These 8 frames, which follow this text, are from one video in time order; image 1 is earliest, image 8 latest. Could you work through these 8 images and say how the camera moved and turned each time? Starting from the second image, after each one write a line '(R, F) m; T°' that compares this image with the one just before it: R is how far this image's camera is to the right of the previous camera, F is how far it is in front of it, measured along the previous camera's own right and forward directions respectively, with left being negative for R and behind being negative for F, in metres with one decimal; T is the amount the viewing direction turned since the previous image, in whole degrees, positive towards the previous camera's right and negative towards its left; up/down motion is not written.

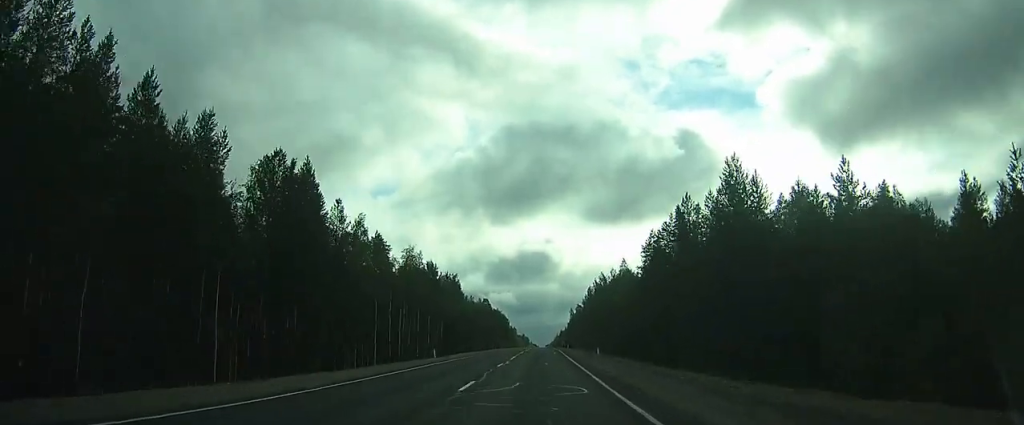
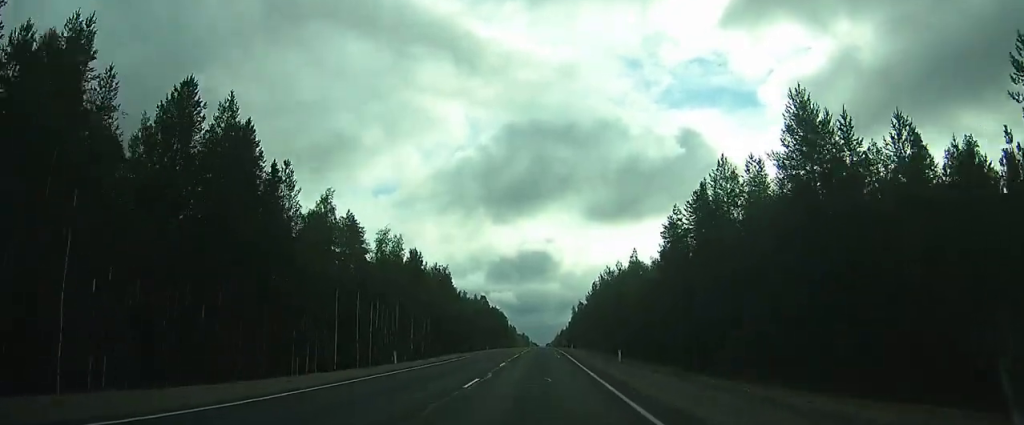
(0.0, +11.5) m; 0°
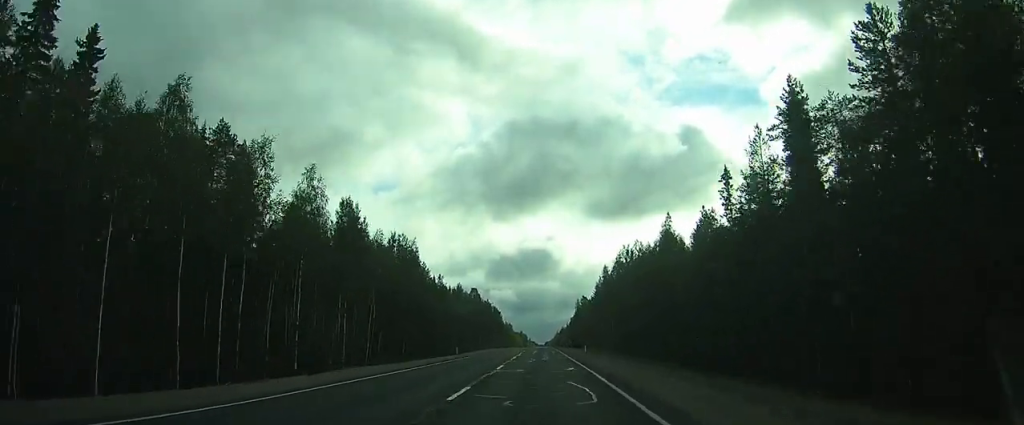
(+0.2, +26.6) m; +1°
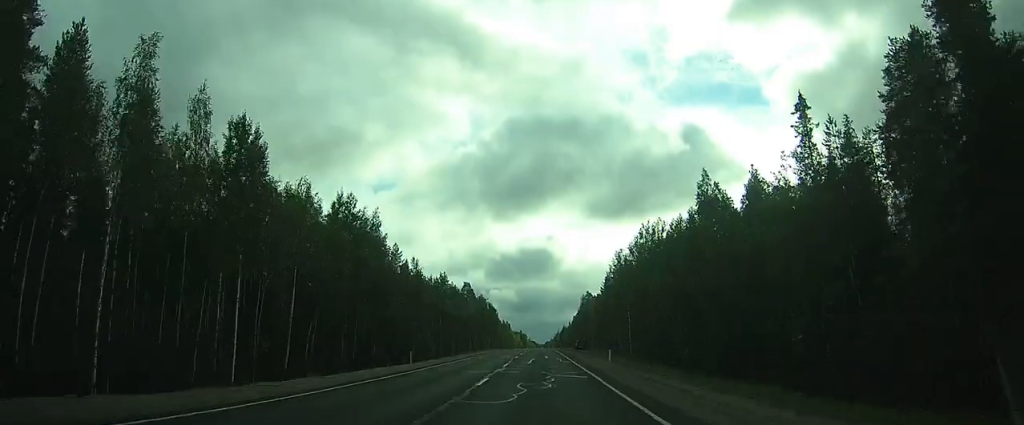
(+0.1, +18.9) m; 0°
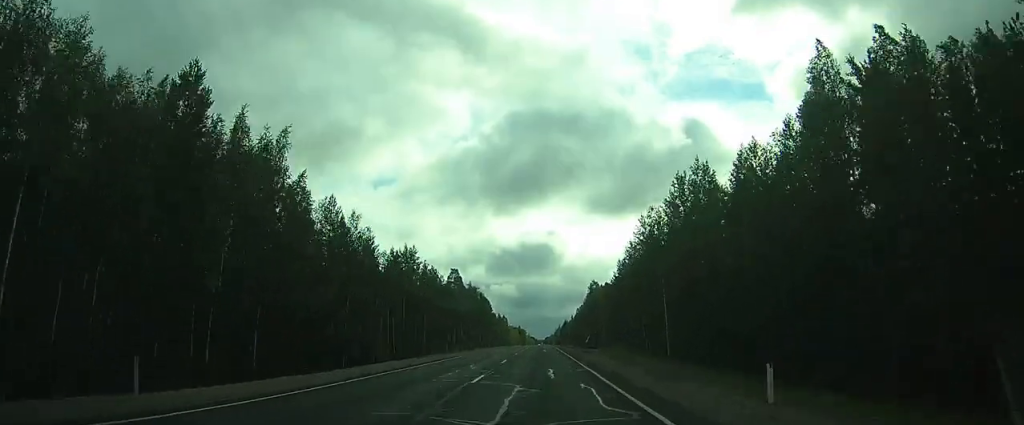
(0.0, +24.2) m; 0°
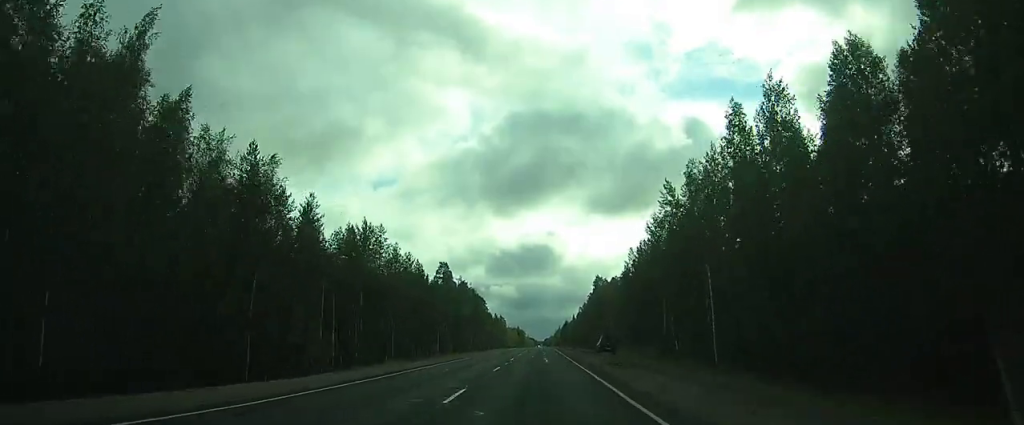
(0.0, +15.8) m; 0°
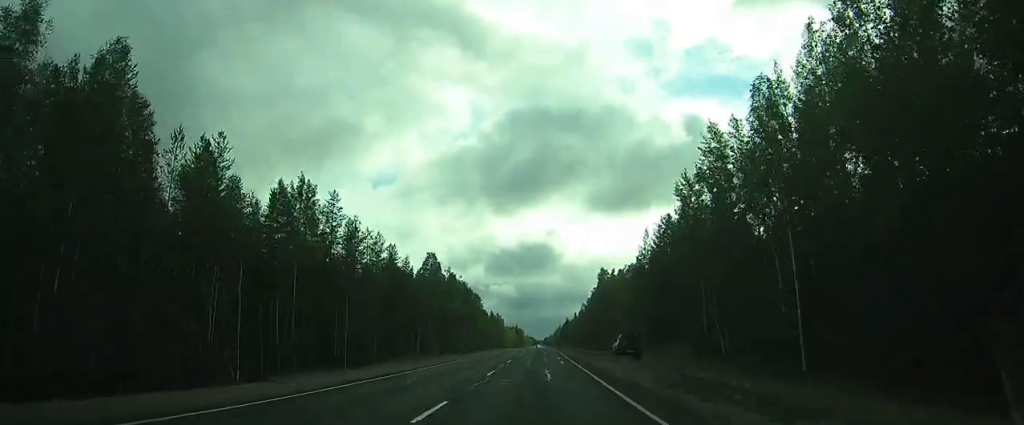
(0.0, +14.3) m; 0°
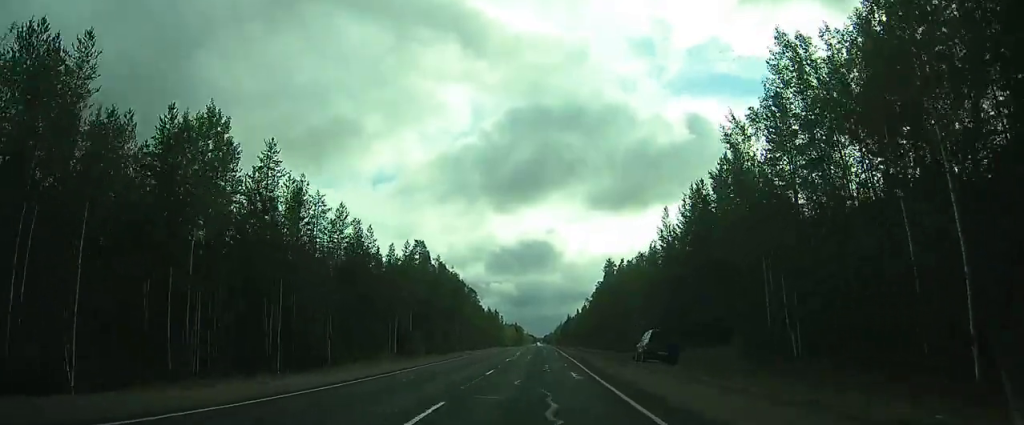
(0.0, +12.1) m; 0°
